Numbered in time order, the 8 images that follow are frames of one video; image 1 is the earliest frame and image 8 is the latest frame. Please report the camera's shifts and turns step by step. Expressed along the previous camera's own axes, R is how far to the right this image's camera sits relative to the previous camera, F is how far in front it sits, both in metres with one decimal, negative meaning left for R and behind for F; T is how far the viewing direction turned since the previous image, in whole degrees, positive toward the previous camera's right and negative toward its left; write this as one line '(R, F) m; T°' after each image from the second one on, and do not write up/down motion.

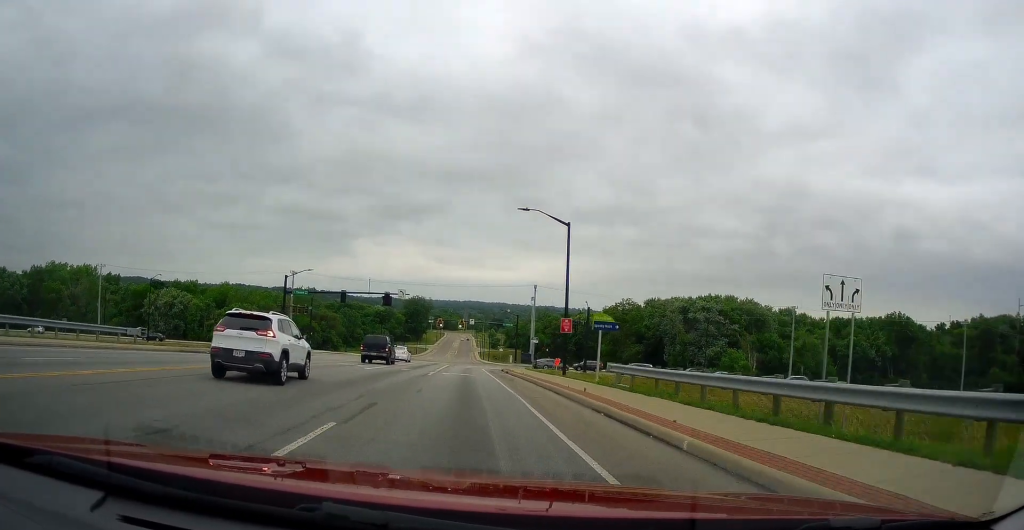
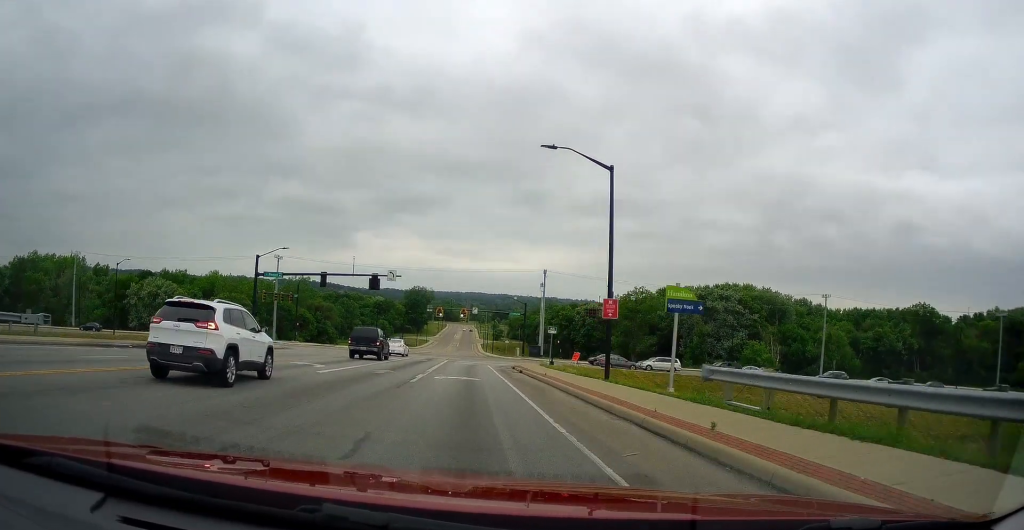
(+0.3, +9.3) m; +2°
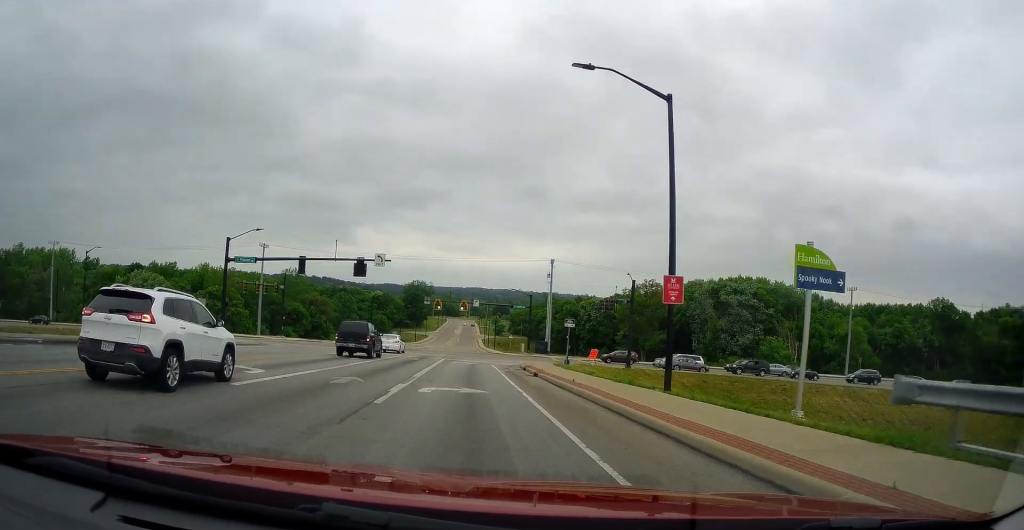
(+0.1, +7.0) m; +1°
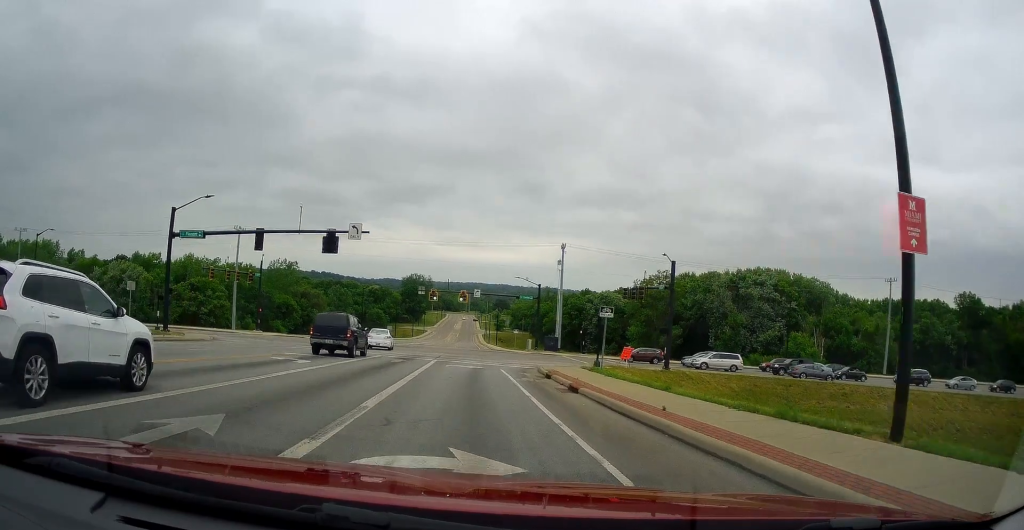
(0.0, +9.5) m; 0°
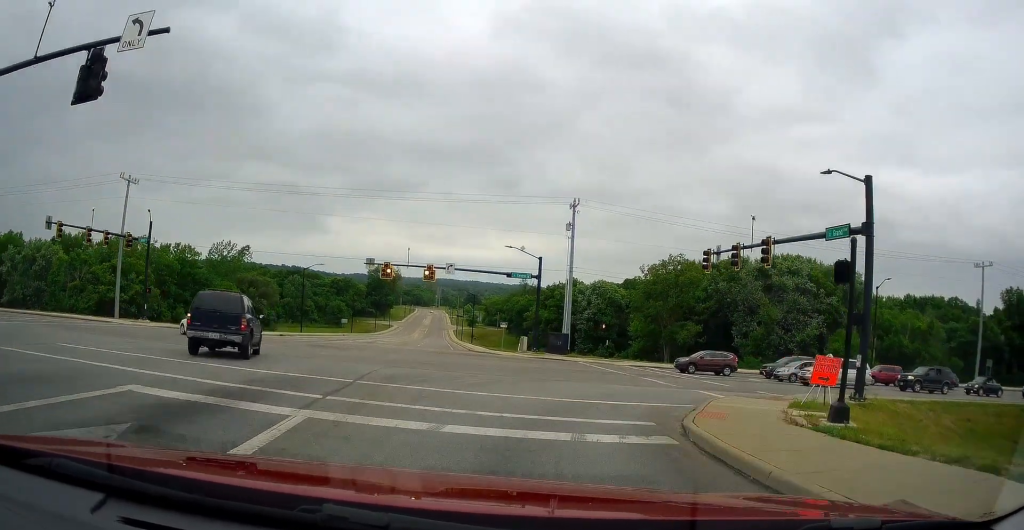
(+0.2, +22.6) m; +5°
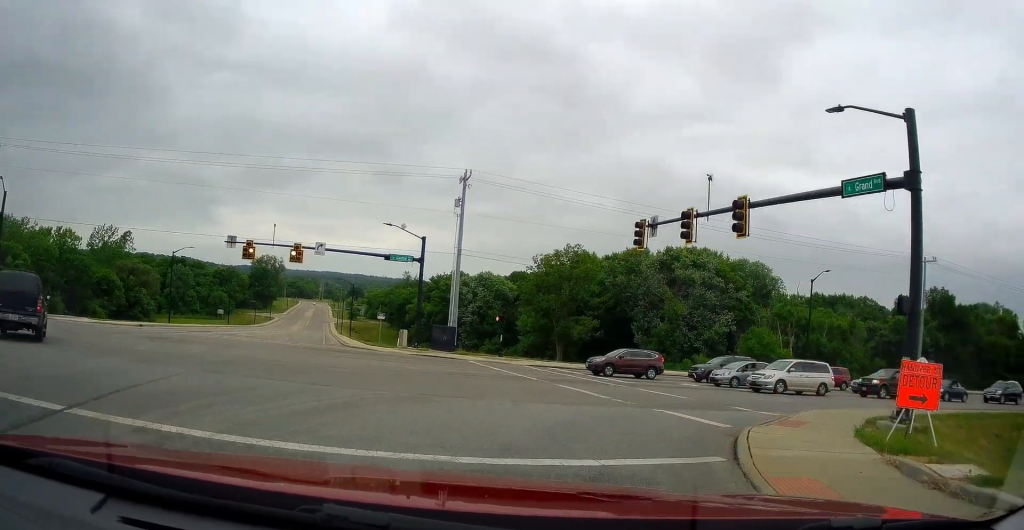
(+0.1, +7.1) m; +12°
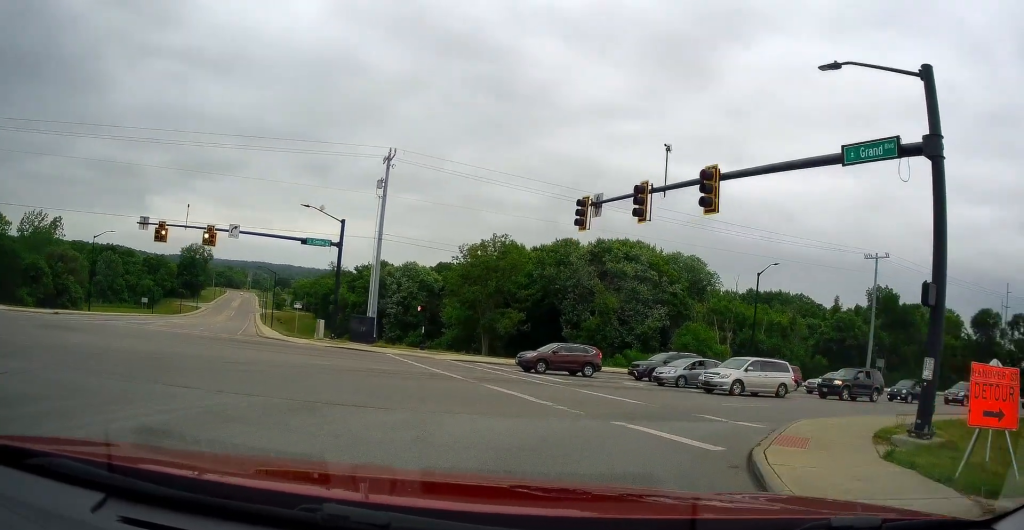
(+0.5, +2.9) m; +10°
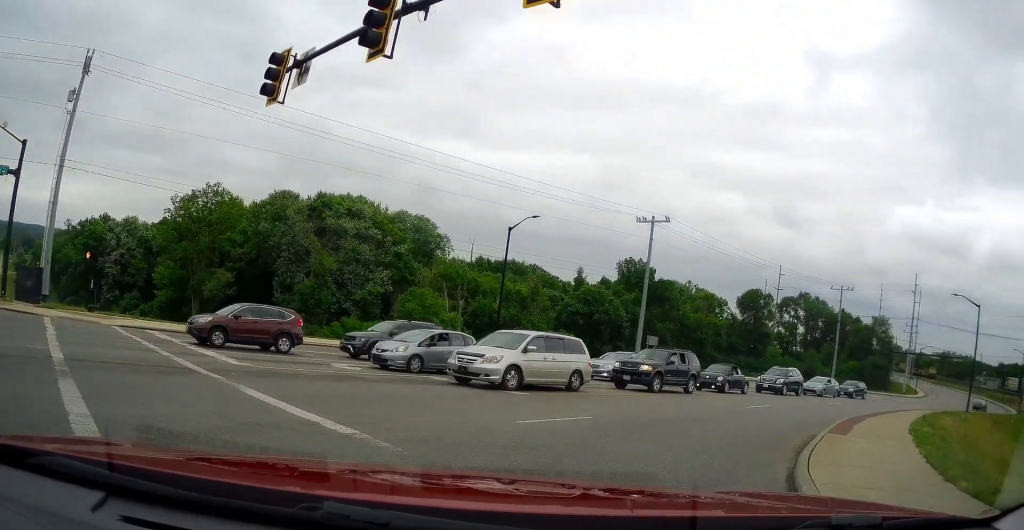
(+2.3, +8.5) m; +32°
